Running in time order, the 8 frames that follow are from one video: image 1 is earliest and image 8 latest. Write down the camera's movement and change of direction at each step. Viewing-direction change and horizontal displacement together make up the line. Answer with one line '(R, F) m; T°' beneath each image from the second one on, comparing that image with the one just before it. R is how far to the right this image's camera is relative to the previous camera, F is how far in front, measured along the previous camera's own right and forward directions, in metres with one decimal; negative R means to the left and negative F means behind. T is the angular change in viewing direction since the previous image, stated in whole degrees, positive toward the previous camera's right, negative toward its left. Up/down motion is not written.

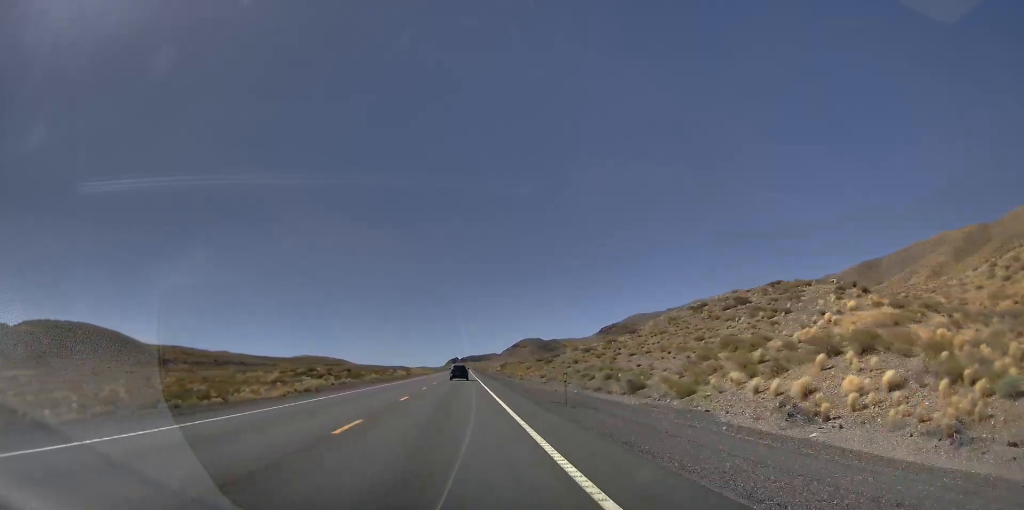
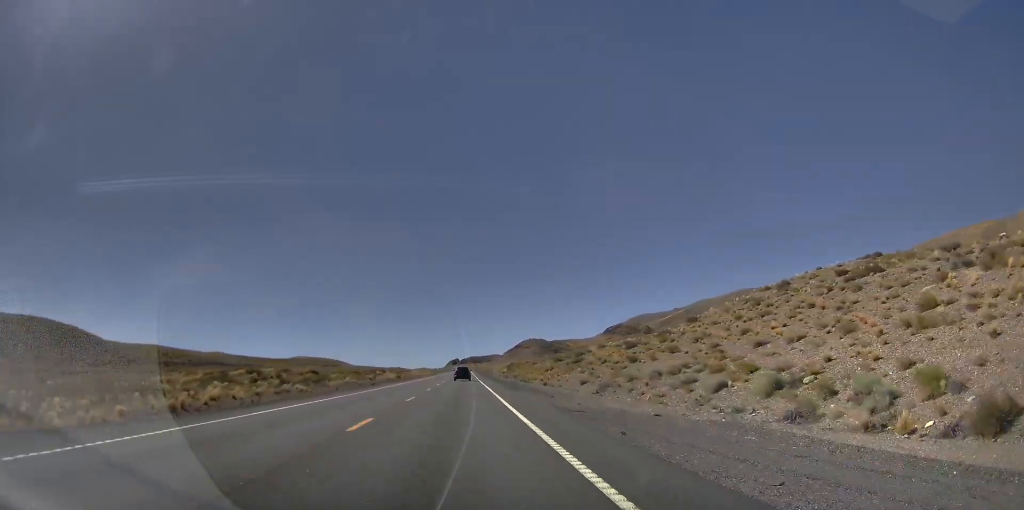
(0.0, +23.7) m; 0°
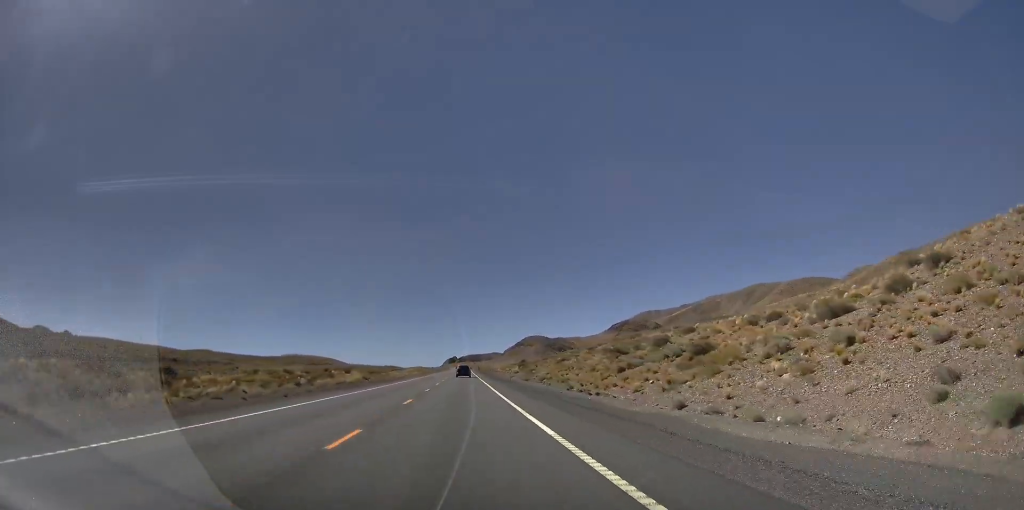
(-0.3, +39.5) m; -1°
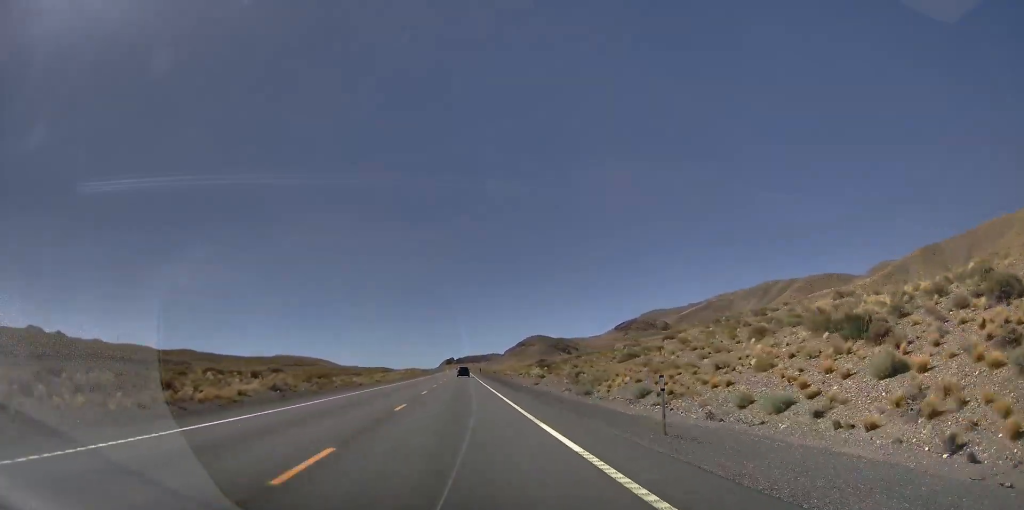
(+0.2, +39.5) m; +1°
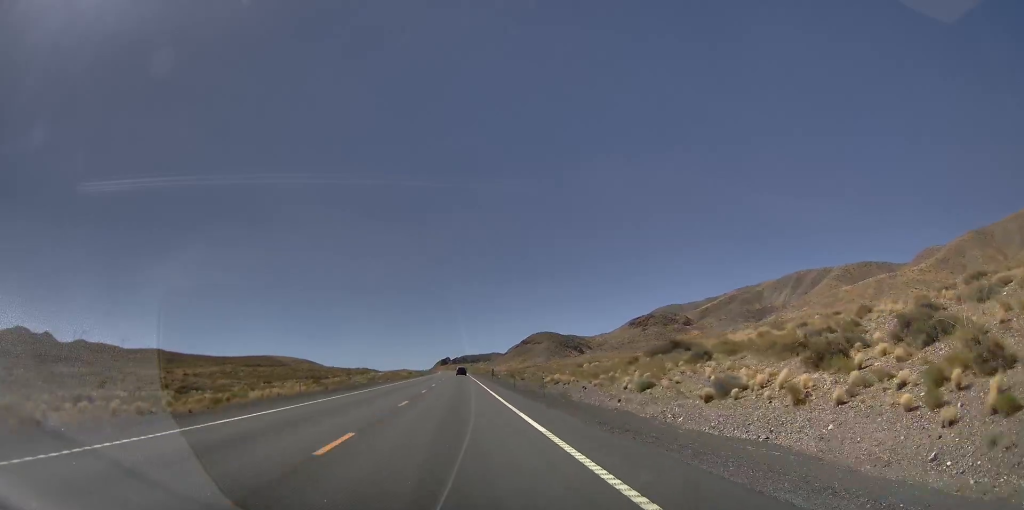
(-1.1, +71.2) m; -1°
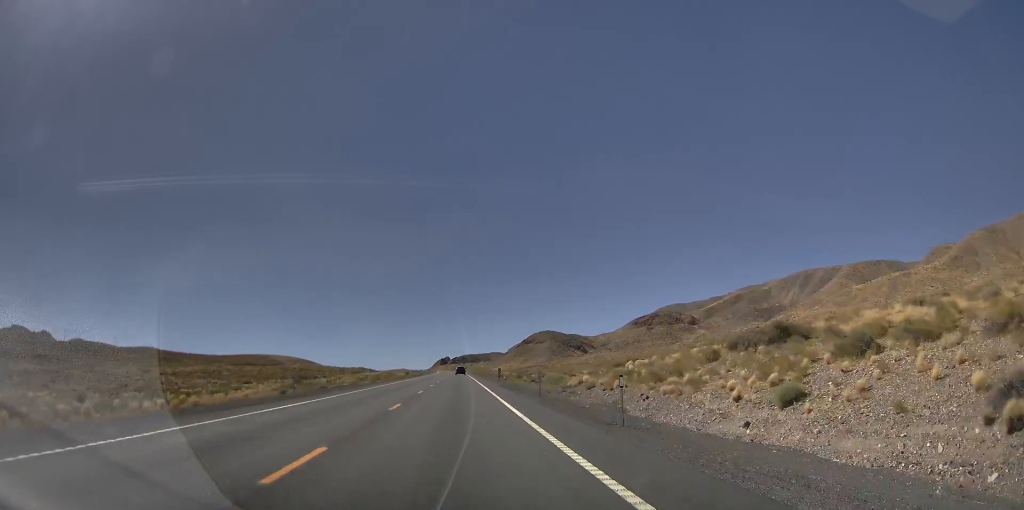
(0.0, +14.6) m; 0°
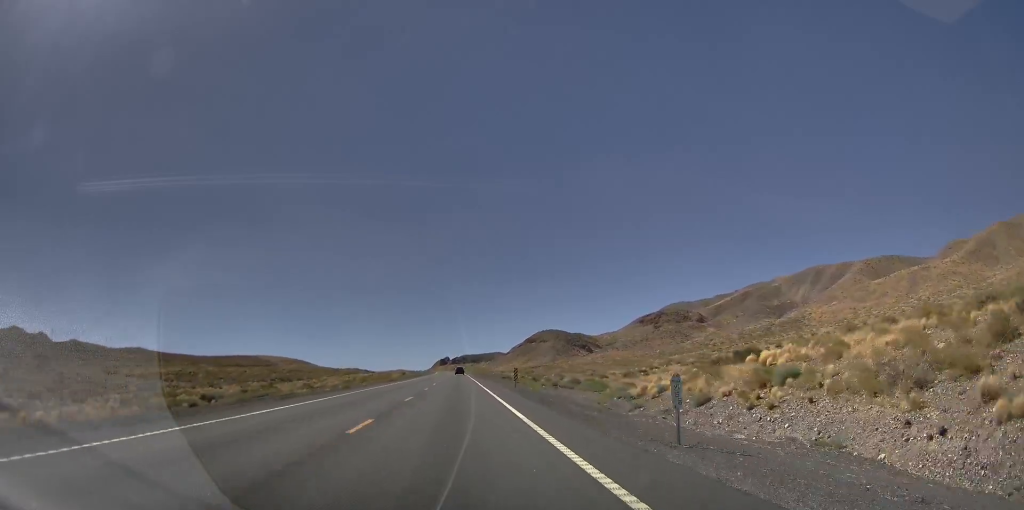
(+0.6, +19.1) m; +1°
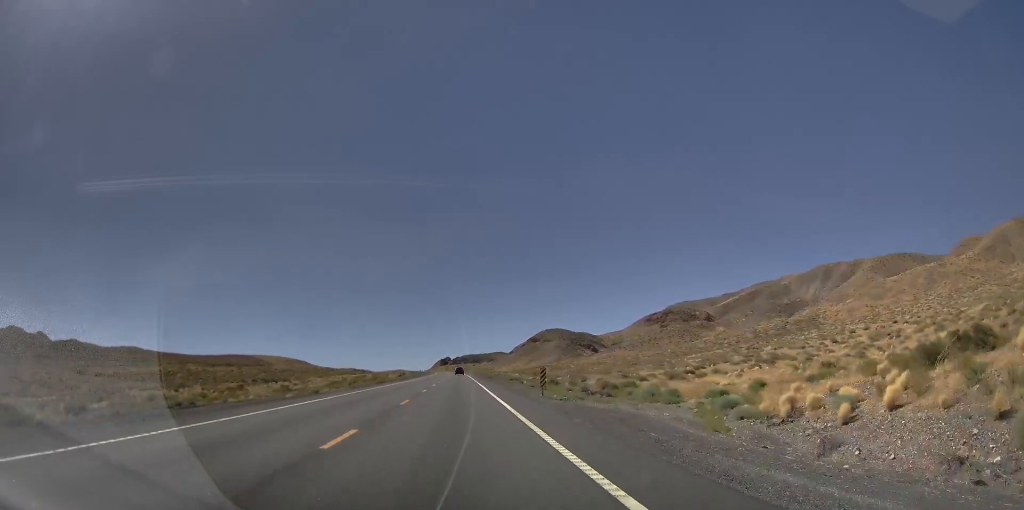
(+0.1, +14.6) m; 0°
